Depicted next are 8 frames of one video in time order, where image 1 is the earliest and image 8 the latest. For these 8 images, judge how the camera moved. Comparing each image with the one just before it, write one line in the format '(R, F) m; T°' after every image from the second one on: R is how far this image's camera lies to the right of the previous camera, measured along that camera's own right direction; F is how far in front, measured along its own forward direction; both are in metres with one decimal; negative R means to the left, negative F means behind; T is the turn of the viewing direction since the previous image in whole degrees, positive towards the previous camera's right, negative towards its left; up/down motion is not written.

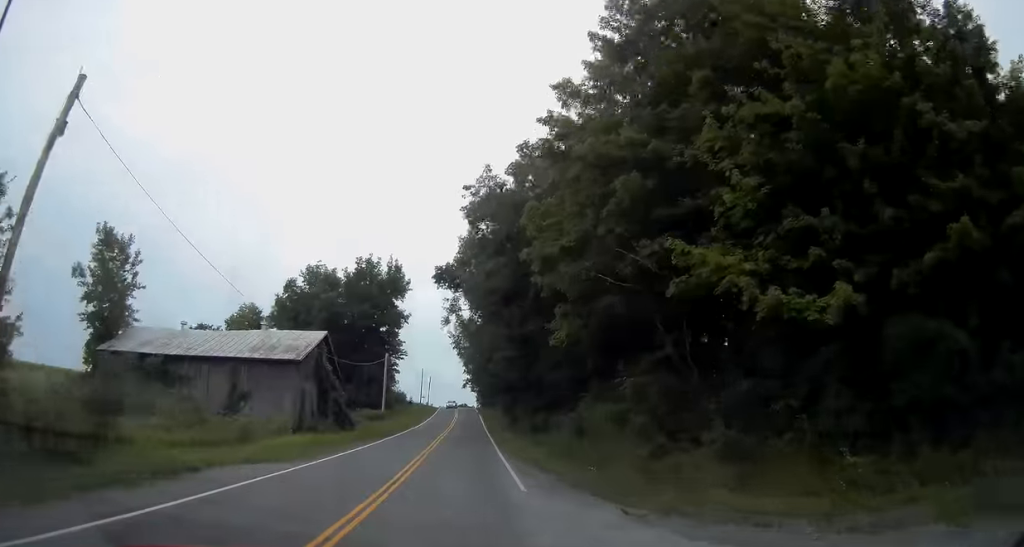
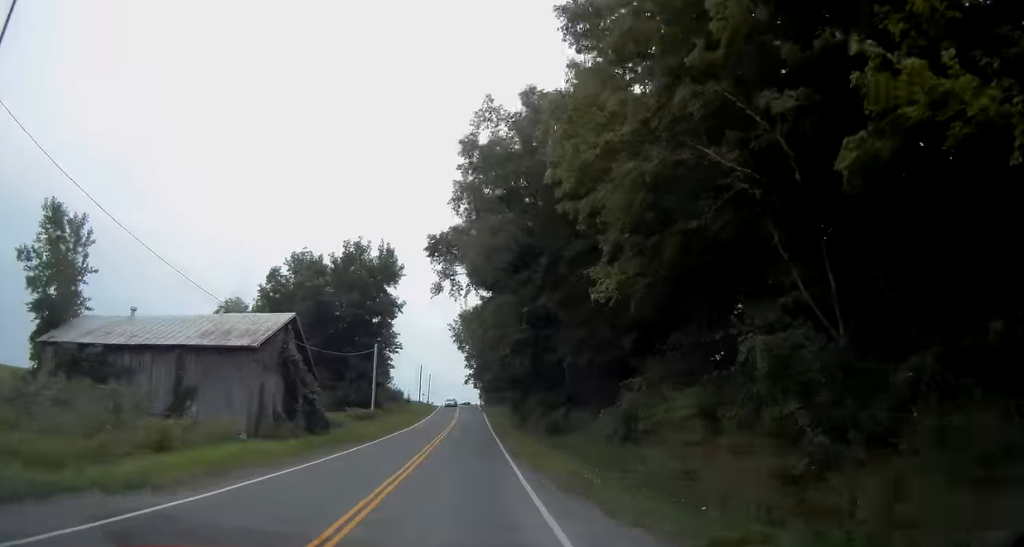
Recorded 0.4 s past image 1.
(0.0, +8.2) m; -1°
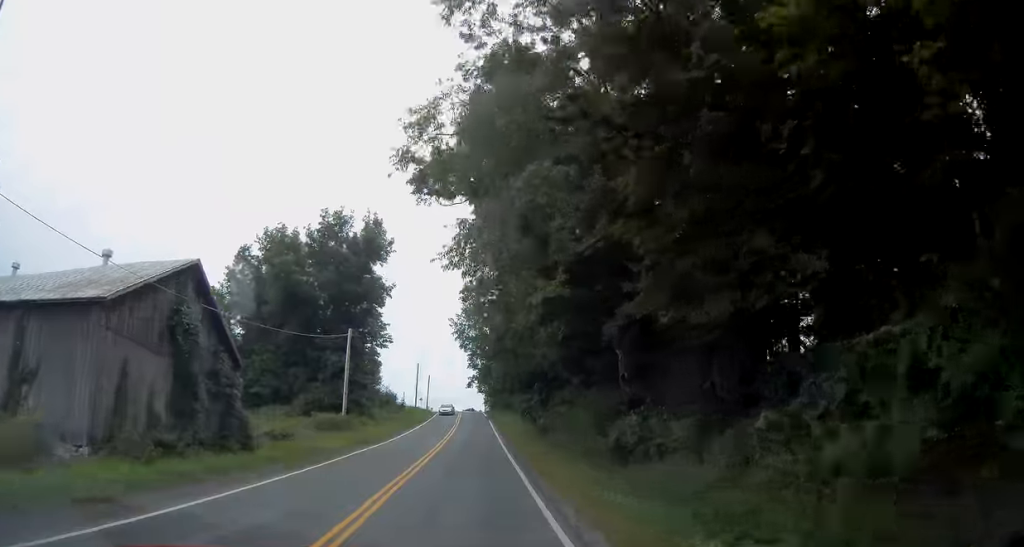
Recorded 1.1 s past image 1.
(-0.1, +13.7) m; +1°
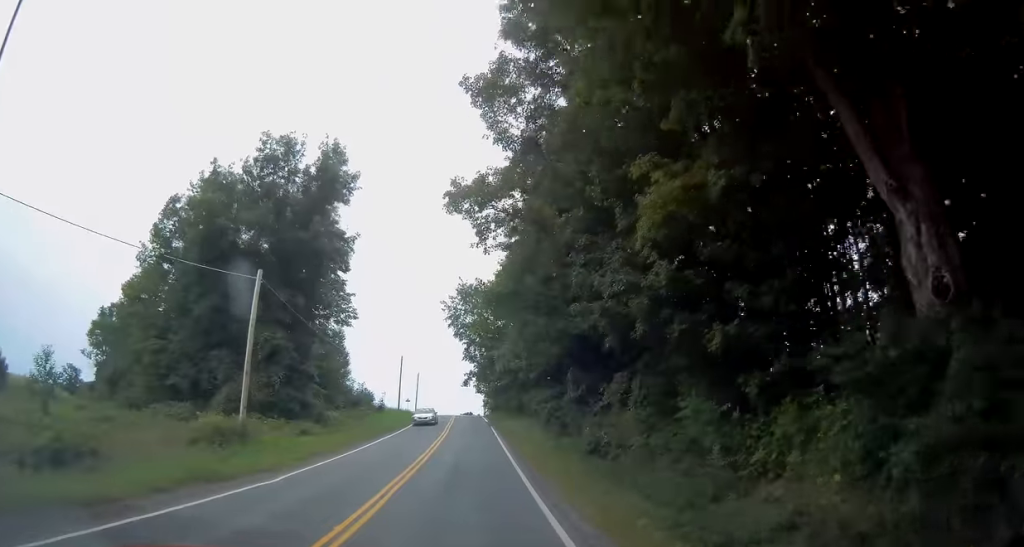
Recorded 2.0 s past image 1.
(+0.2, +18.3) m; 0°
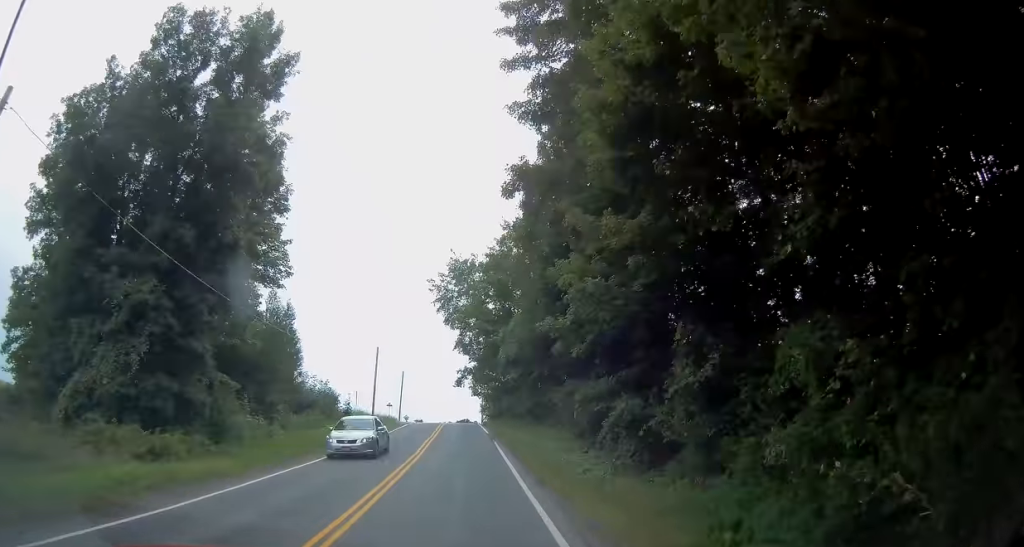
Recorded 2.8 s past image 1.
(+0.1, +16.8) m; 0°
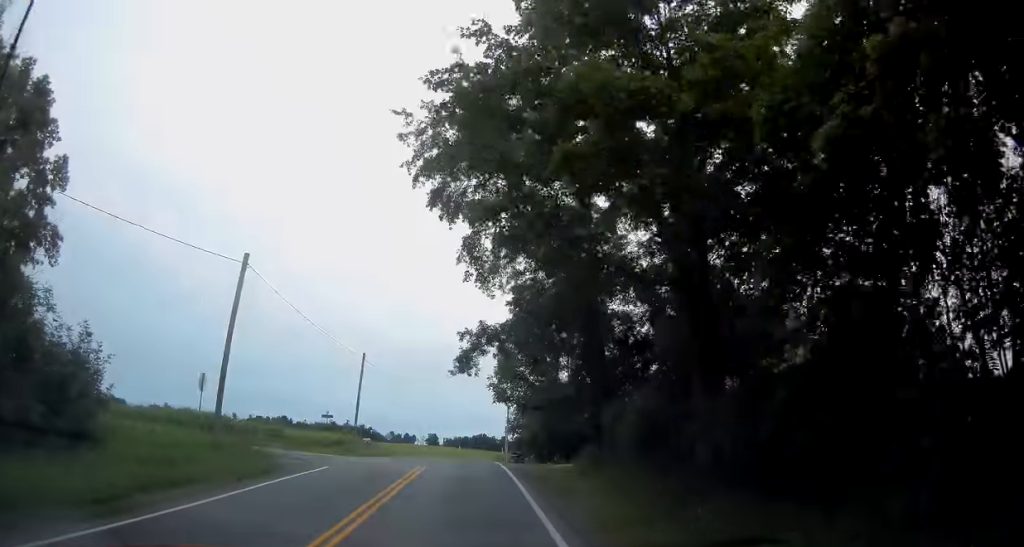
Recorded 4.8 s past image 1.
(-0.2, +38.9) m; -1°
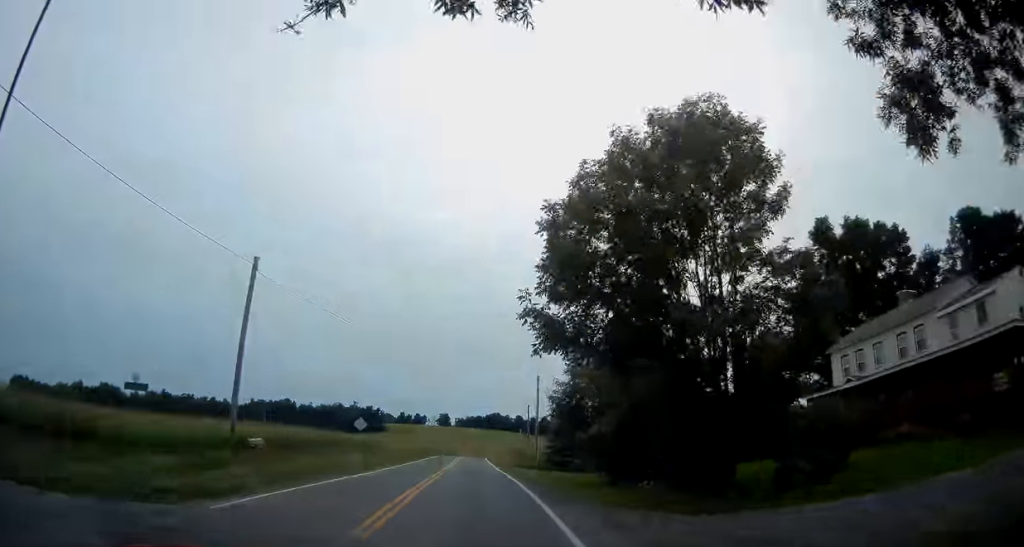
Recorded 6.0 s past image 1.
(-0.8, +23.5) m; -3°
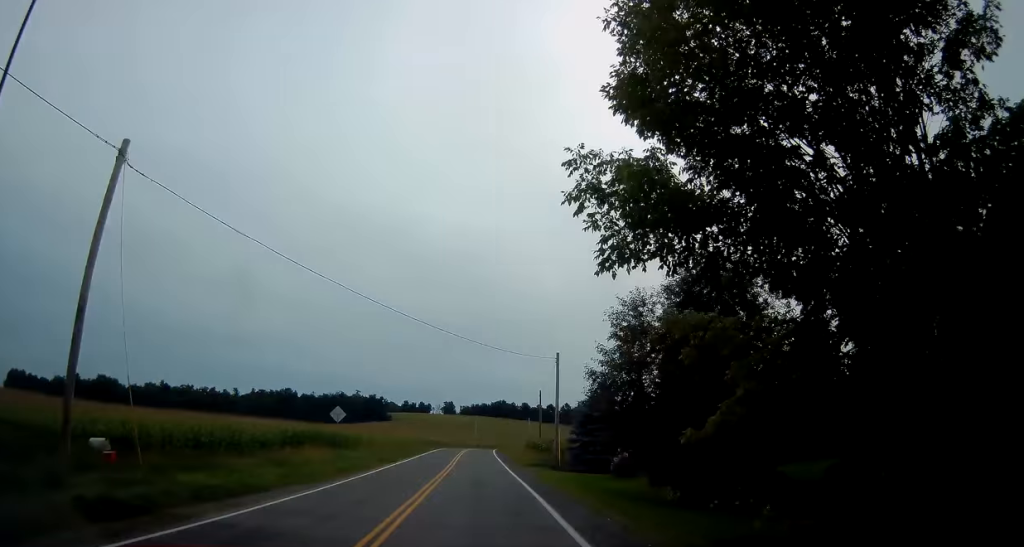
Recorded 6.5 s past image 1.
(-0.3, +9.4) m; 0°
